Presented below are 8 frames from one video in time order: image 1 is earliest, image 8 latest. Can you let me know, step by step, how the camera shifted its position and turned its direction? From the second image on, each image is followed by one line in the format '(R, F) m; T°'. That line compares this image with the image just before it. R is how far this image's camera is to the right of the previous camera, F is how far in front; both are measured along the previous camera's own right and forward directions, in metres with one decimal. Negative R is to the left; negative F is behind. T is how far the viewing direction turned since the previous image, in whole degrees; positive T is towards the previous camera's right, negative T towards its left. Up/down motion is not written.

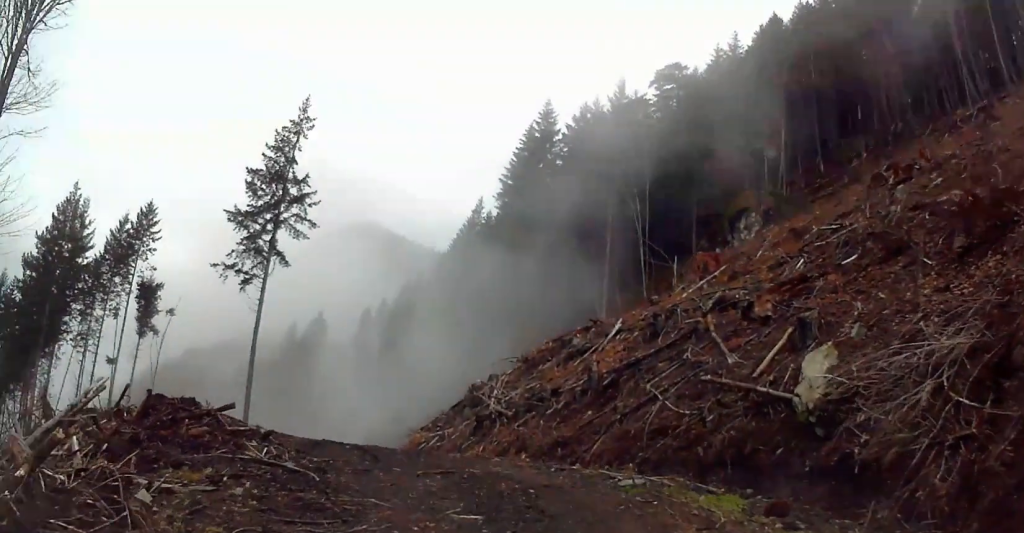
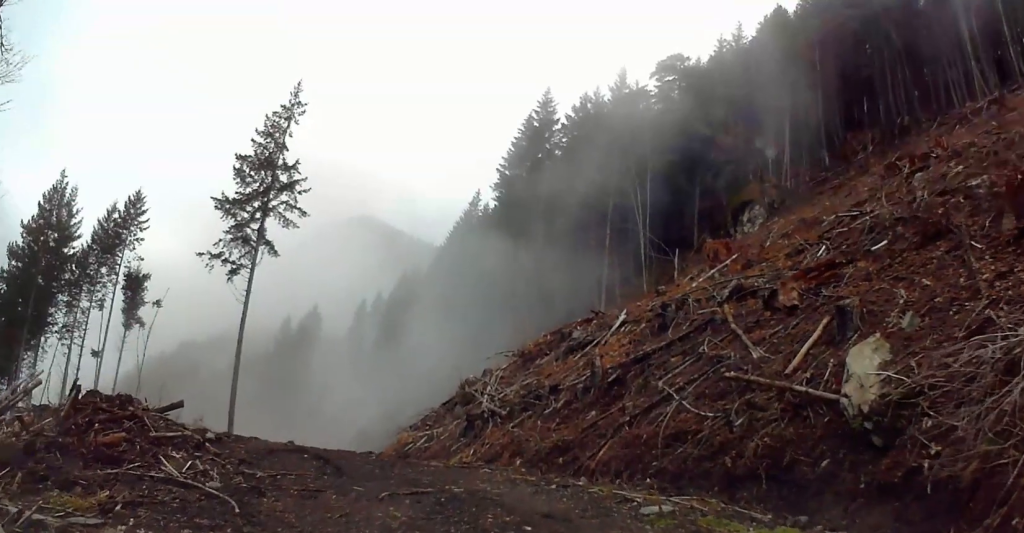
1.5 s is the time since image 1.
(+0.2, +2.7) m; 0°
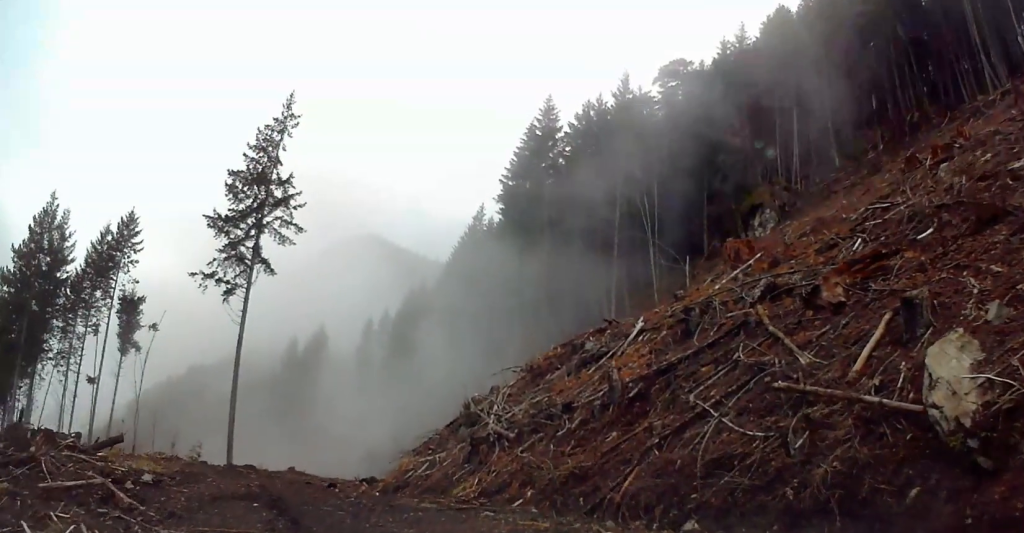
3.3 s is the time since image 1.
(-0.3, +2.8) m; -6°
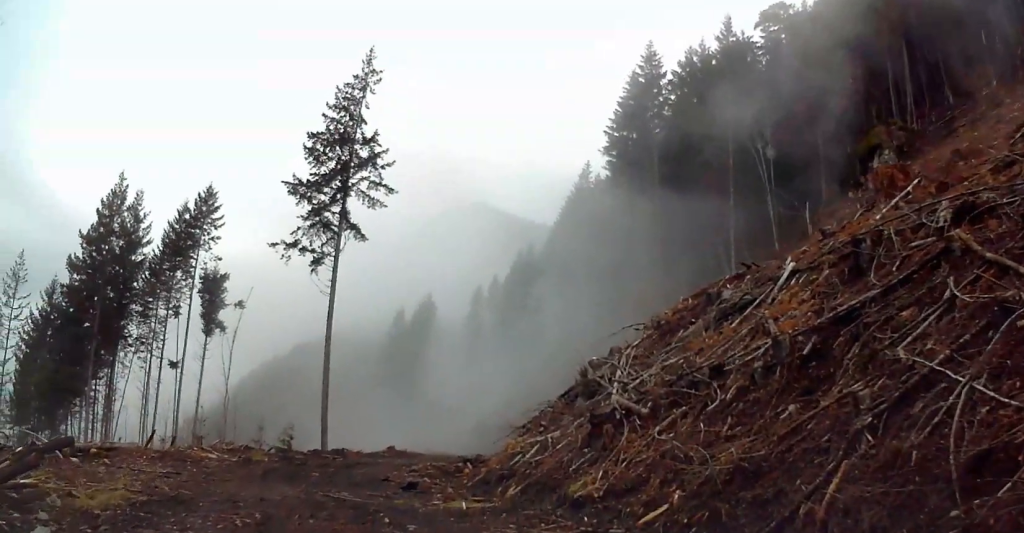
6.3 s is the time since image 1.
(-0.5, +5.6) m; -12°
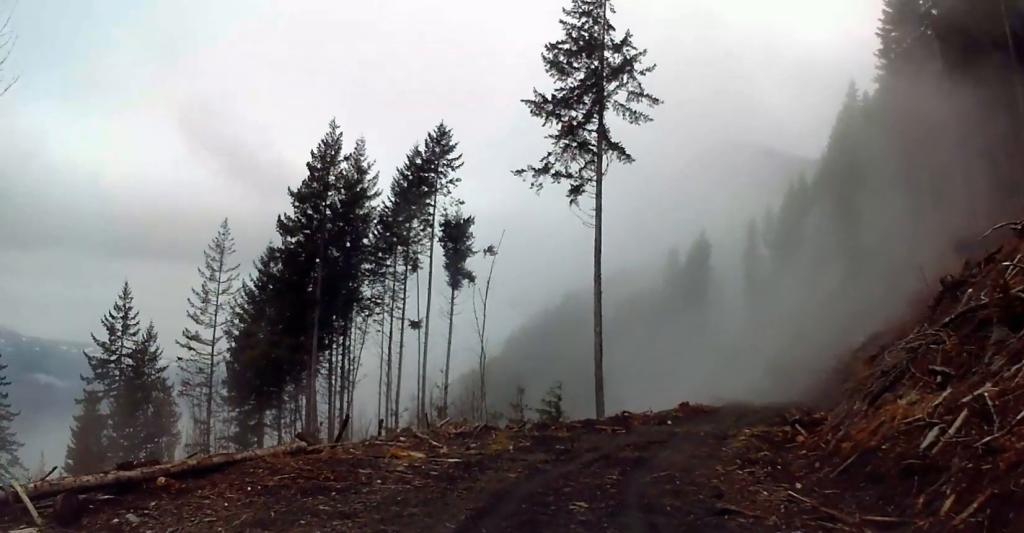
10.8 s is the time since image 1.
(-1.4, +9.9) m; -7°
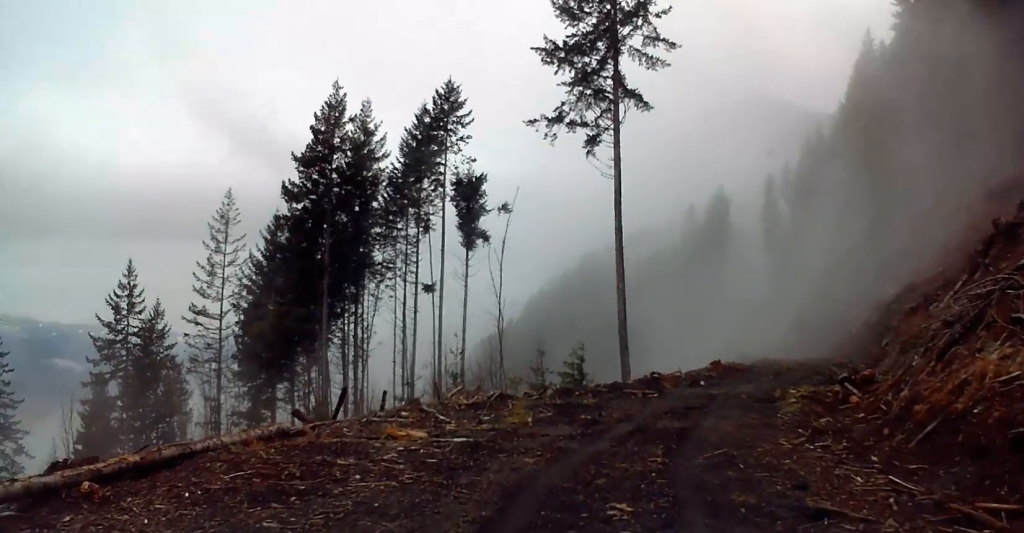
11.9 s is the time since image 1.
(+0.1, +2.6) m; +3°
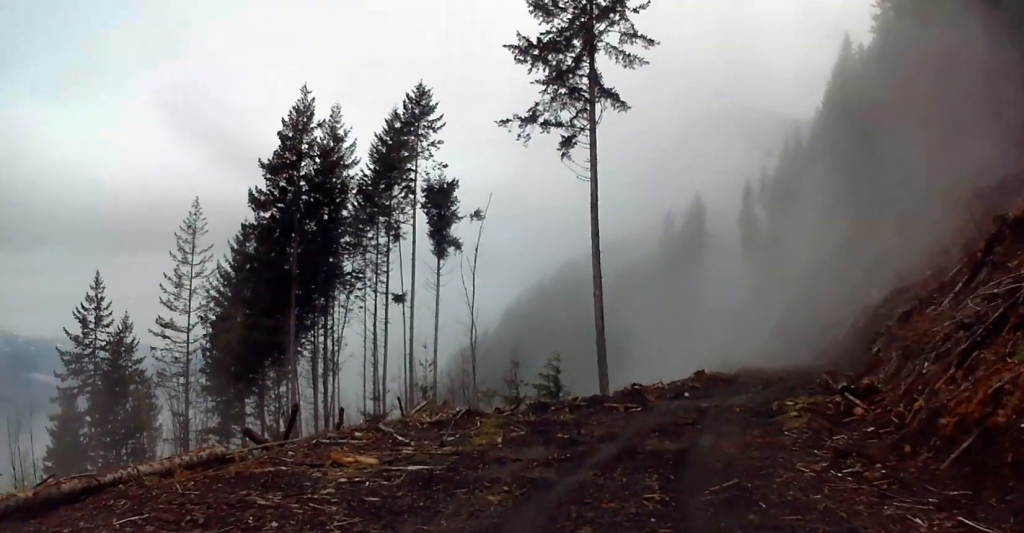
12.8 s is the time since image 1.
(+0.2, +2.0) m; +2°
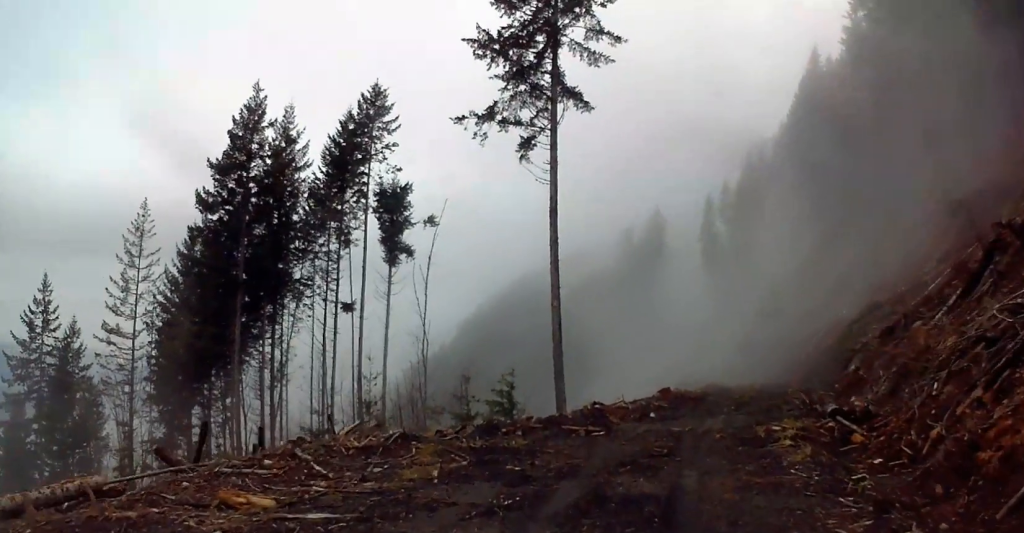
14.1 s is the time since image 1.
(0.0, +3.3) m; +1°
